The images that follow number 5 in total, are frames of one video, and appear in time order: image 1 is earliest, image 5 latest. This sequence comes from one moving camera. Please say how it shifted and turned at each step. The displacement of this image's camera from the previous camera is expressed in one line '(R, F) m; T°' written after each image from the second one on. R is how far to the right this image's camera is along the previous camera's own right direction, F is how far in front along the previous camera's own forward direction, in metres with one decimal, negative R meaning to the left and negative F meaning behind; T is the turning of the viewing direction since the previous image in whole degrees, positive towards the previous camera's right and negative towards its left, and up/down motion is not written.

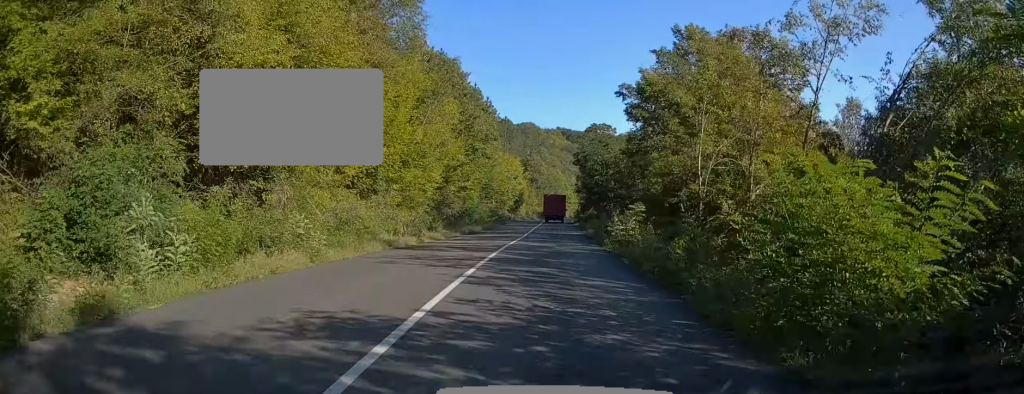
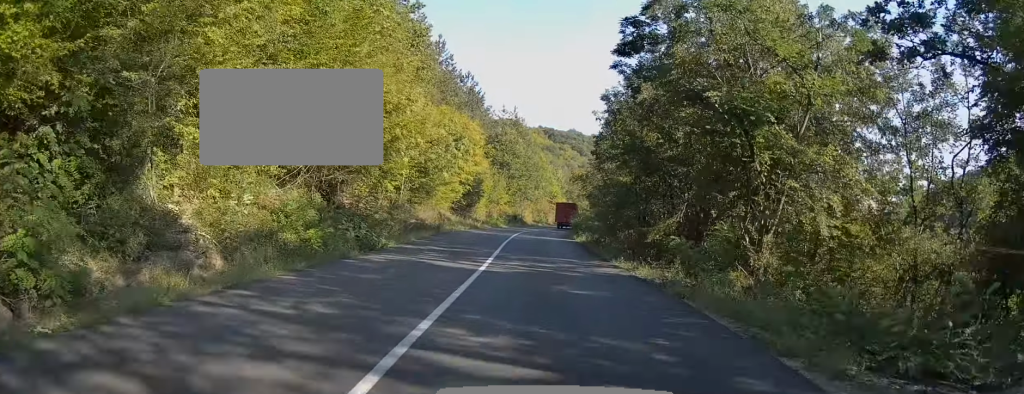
(+2.2, +41.9) m; +5°
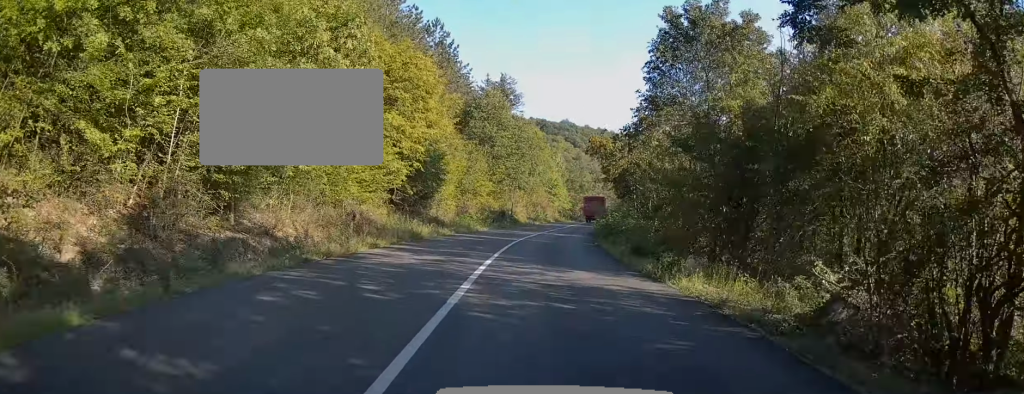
(+0.7, +22.4) m; +3°
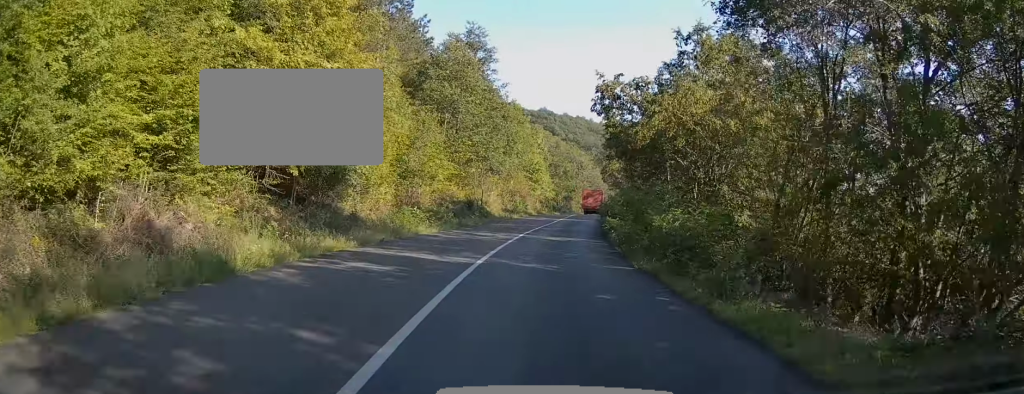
(0.0, +13.9) m; +1°
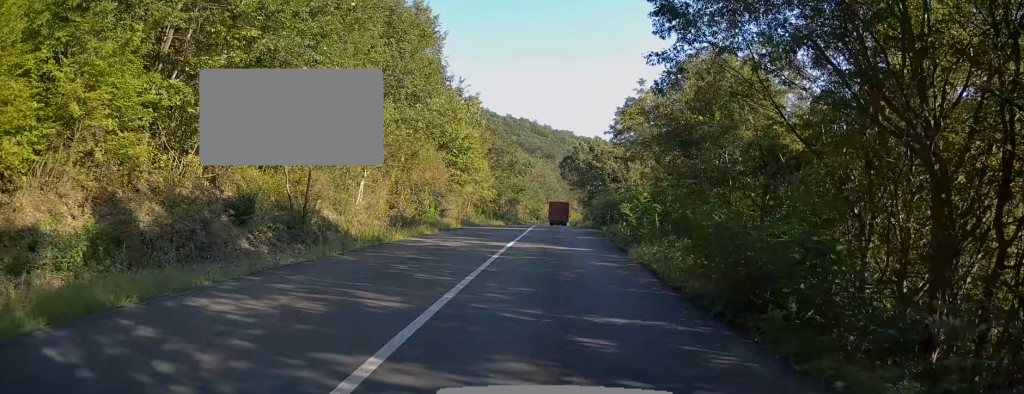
(+0.8, +28.1) m; +2°
